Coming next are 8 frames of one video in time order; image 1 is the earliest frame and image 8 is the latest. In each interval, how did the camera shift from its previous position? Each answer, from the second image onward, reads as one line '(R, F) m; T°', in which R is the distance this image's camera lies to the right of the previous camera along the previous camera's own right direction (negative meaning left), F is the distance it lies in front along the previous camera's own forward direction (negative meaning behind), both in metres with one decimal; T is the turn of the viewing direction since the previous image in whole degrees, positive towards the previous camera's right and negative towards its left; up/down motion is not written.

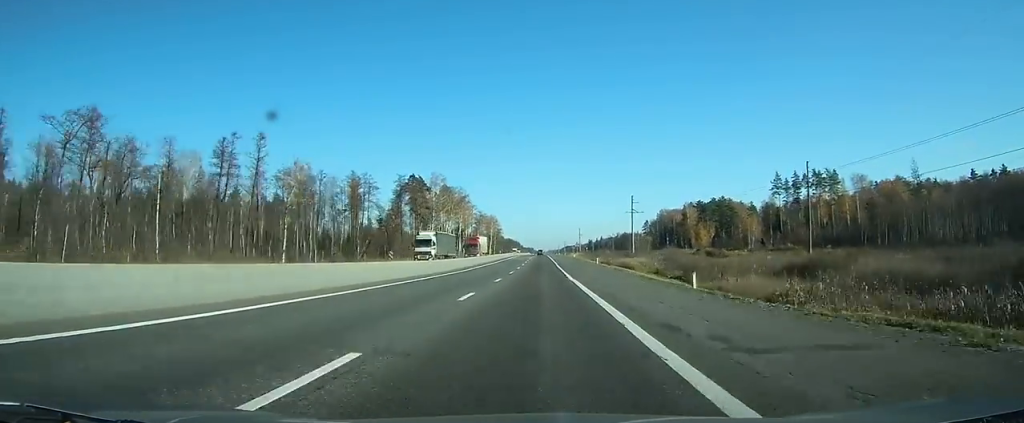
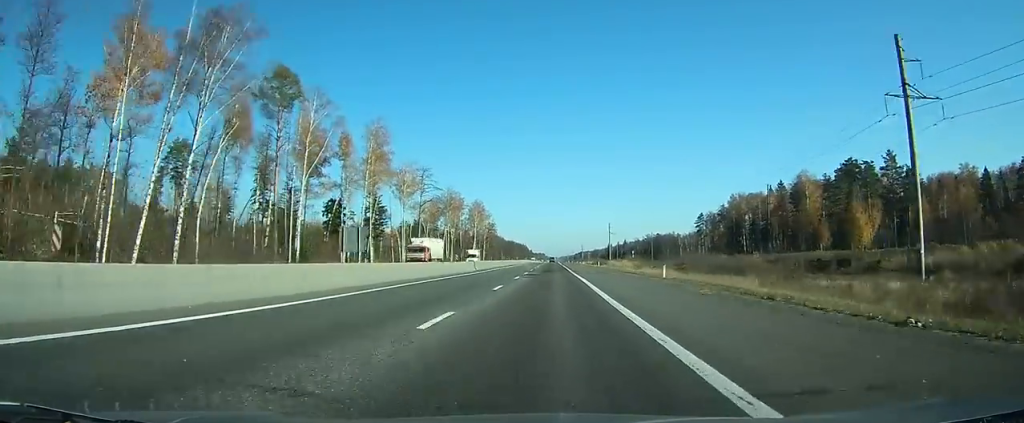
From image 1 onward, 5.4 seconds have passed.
(-0.8, +135.6) m; -1°
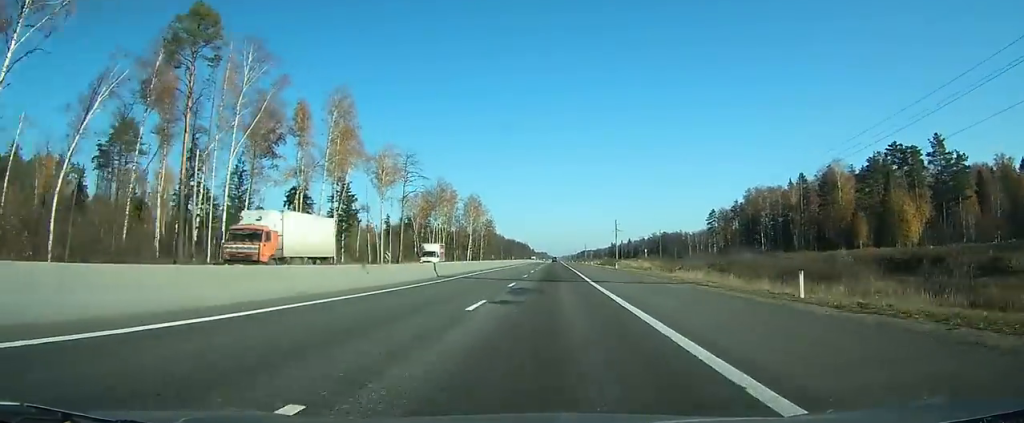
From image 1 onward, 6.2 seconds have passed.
(-0.1, +19.4) m; 0°
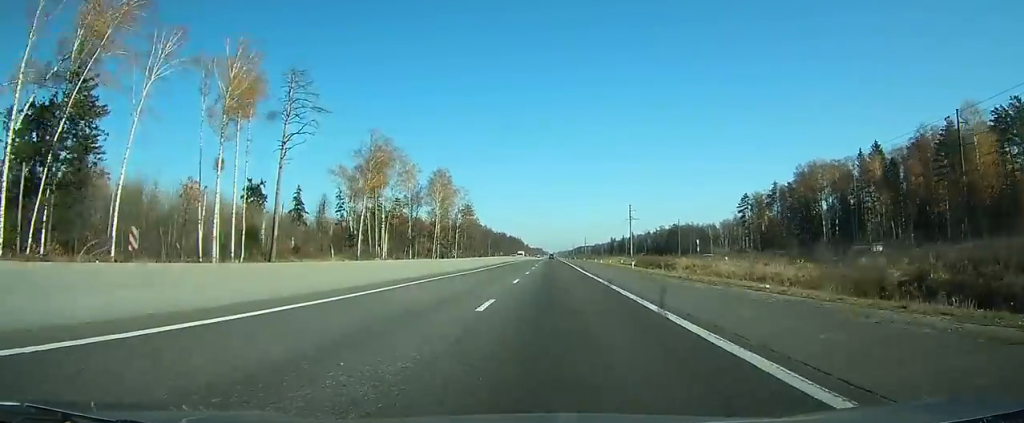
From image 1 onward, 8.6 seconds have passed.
(-0.1, +62.1) m; 0°
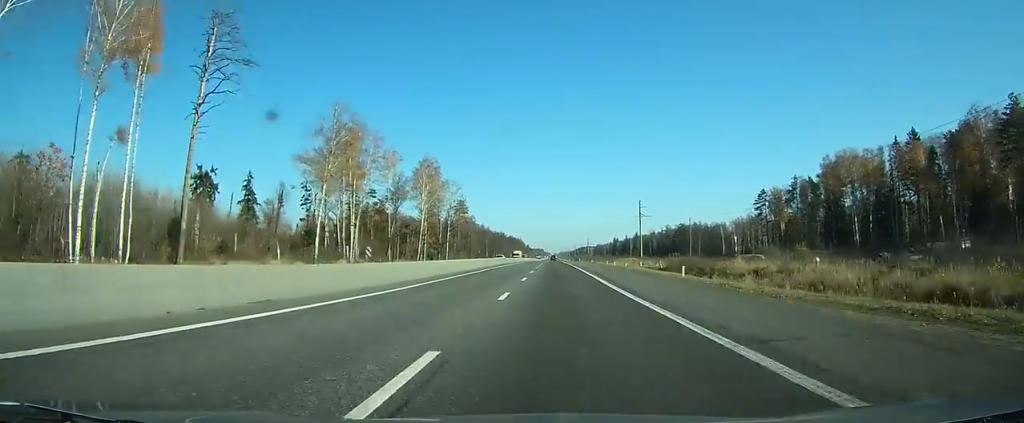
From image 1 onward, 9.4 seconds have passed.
(0.0, +21.0) m; 0°
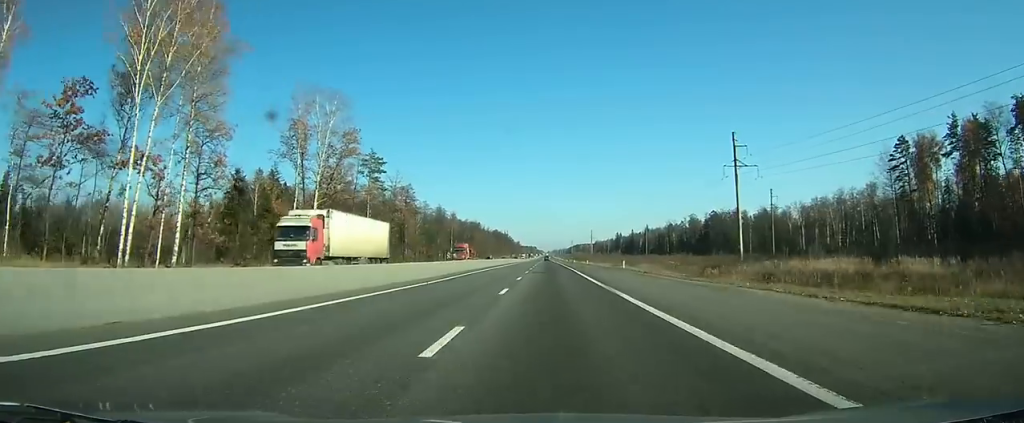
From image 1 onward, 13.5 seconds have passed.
(+0.6, +105.6) m; 0°
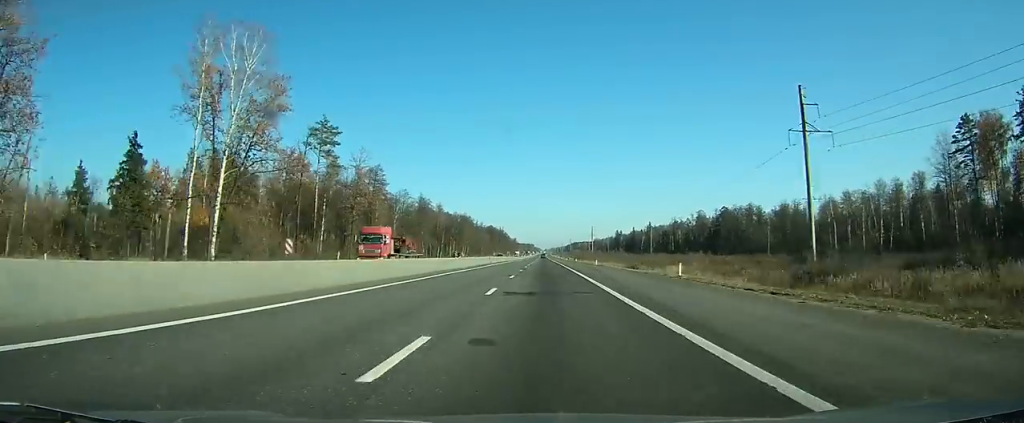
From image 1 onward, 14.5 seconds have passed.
(0.0, +24.5) m; 0°
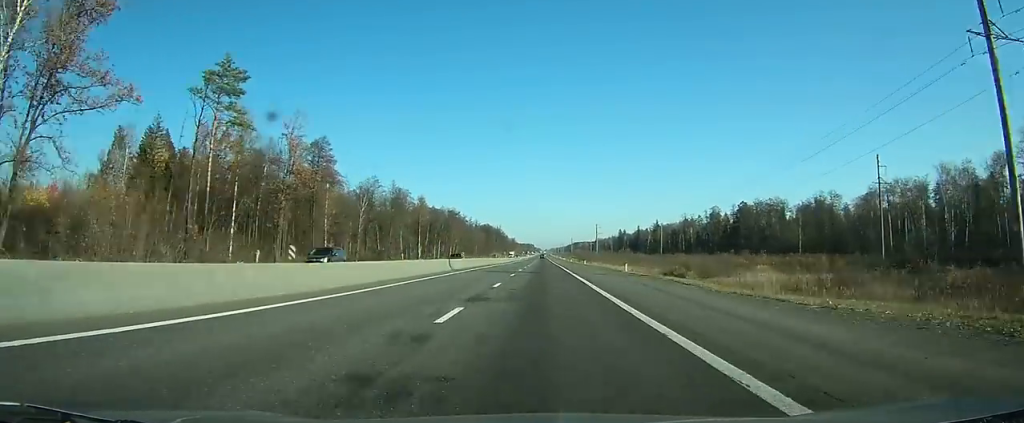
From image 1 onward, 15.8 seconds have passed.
(0.0, +29.5) m; 0°
